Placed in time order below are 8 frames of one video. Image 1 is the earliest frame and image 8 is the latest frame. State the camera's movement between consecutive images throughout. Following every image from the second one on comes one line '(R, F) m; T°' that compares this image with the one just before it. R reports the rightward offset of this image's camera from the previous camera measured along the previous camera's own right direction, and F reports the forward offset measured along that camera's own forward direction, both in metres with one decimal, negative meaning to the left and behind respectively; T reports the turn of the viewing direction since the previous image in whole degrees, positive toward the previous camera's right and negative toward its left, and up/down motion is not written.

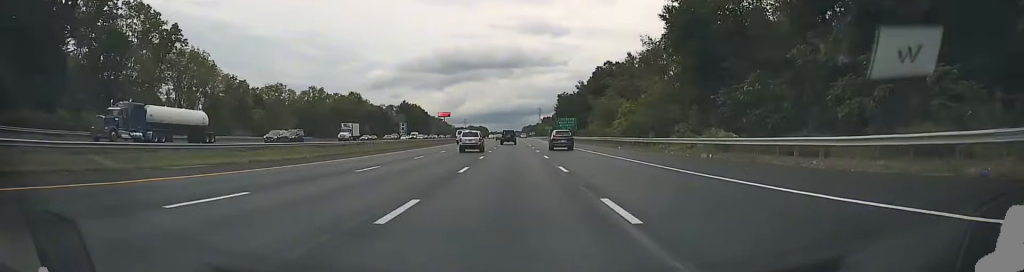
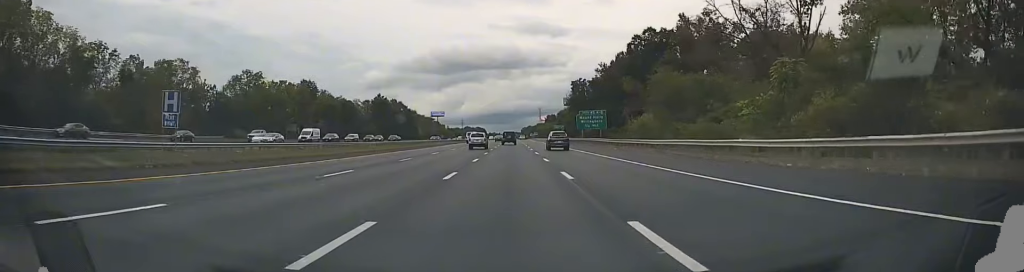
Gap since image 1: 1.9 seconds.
(0.0, +51.6) m; 0°
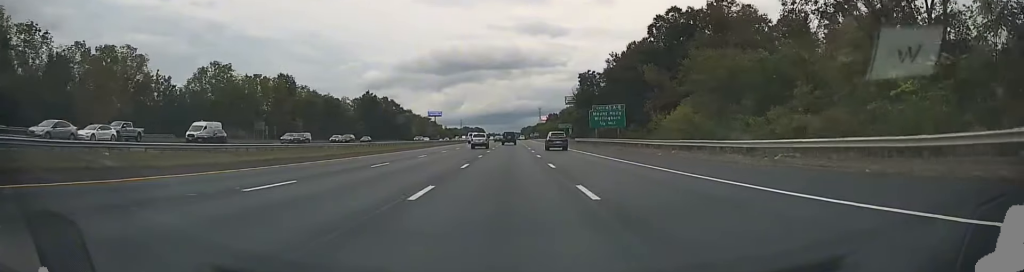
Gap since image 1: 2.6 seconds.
(0.0, +17.4) m; 0°
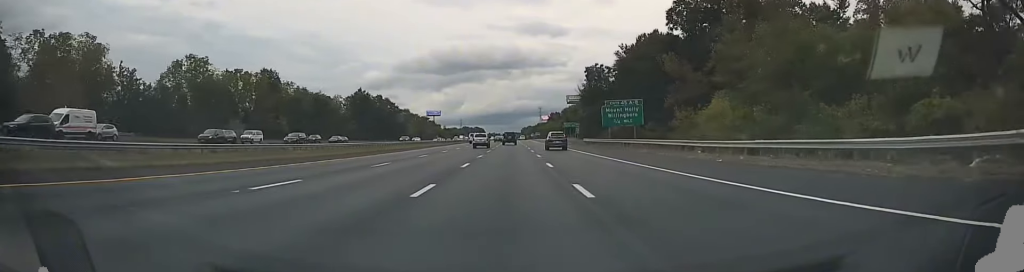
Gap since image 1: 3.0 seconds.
(0.0, +12.1) m; 0°
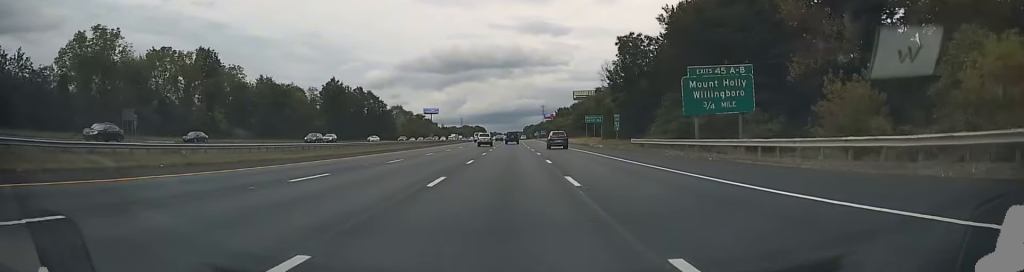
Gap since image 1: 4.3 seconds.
(+0.1, +33.9) m; 0°
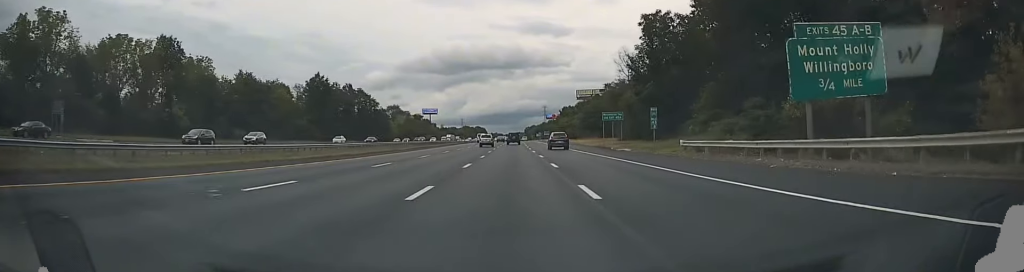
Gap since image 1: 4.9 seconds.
(0.0, +15.2) m; 0°
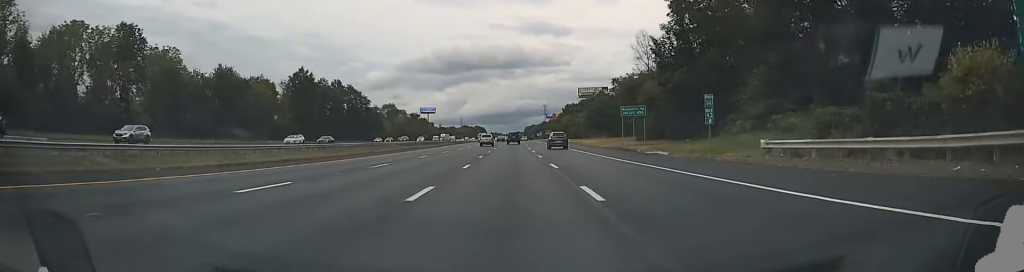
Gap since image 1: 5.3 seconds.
(0.0, +12.5) m; 0°
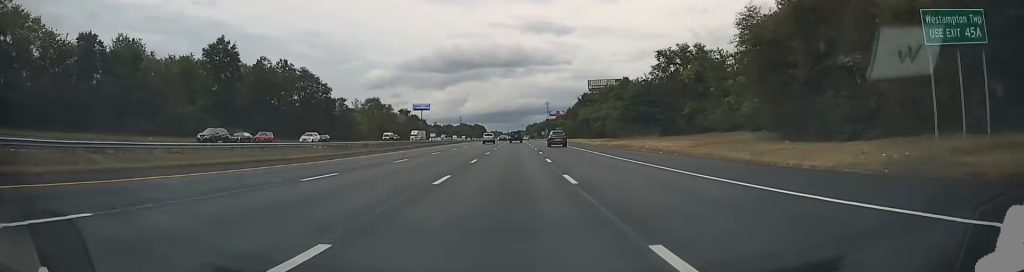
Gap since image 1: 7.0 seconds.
(-0.1, +44.7) m; 0°
